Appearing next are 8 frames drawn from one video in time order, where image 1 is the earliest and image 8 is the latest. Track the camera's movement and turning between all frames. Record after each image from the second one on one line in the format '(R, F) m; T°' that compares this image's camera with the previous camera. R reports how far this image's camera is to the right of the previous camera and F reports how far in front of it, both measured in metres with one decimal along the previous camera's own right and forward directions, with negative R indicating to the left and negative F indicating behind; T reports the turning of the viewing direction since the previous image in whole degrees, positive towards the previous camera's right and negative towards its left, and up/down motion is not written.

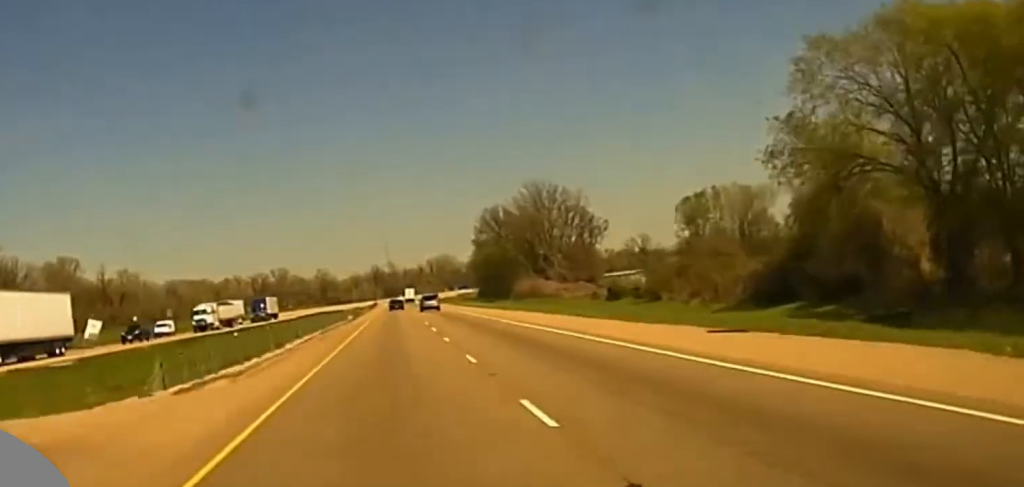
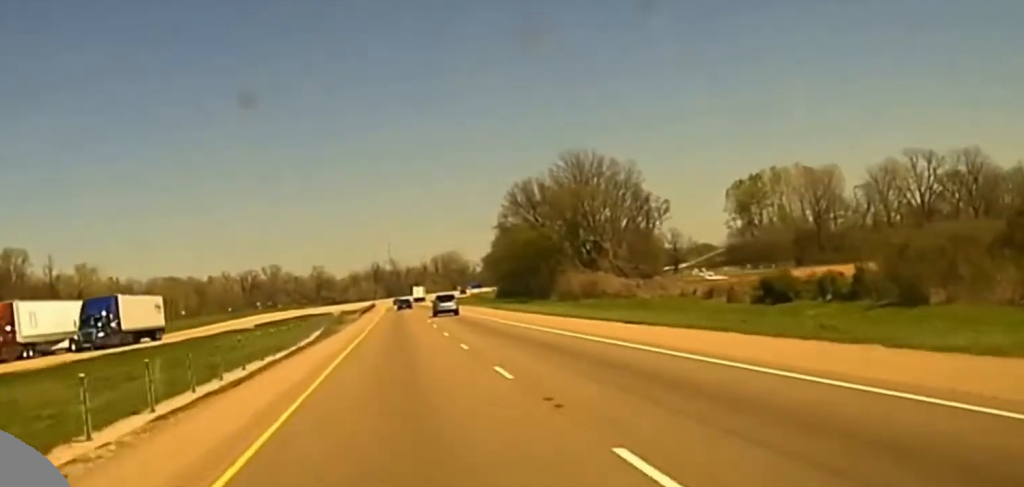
(0.0, +68.8) m; 0°
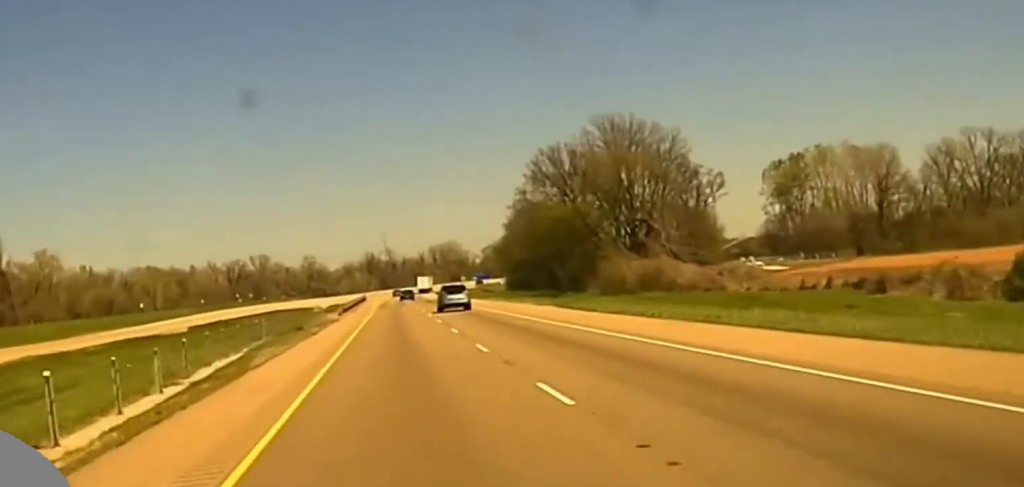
(+0.1, +45.6) m; 0°
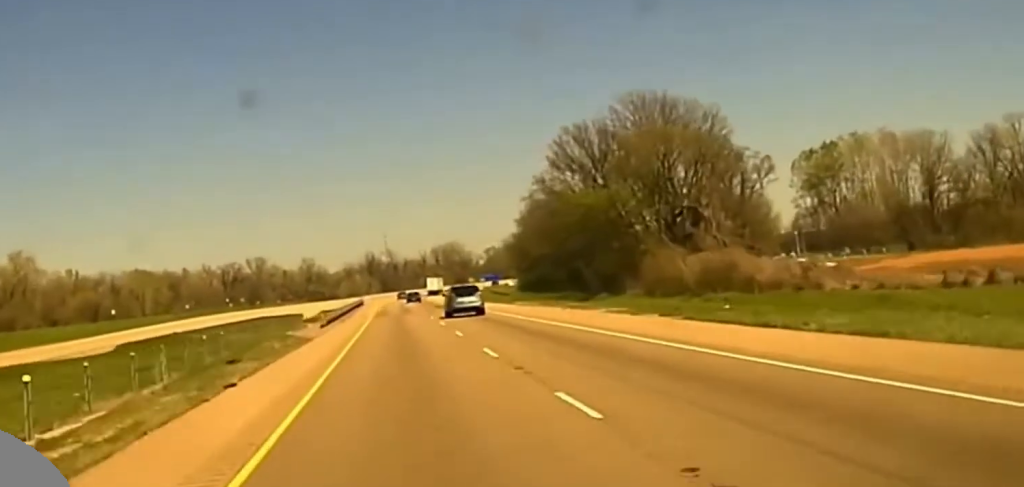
(0.0, +26.3) m; 0°
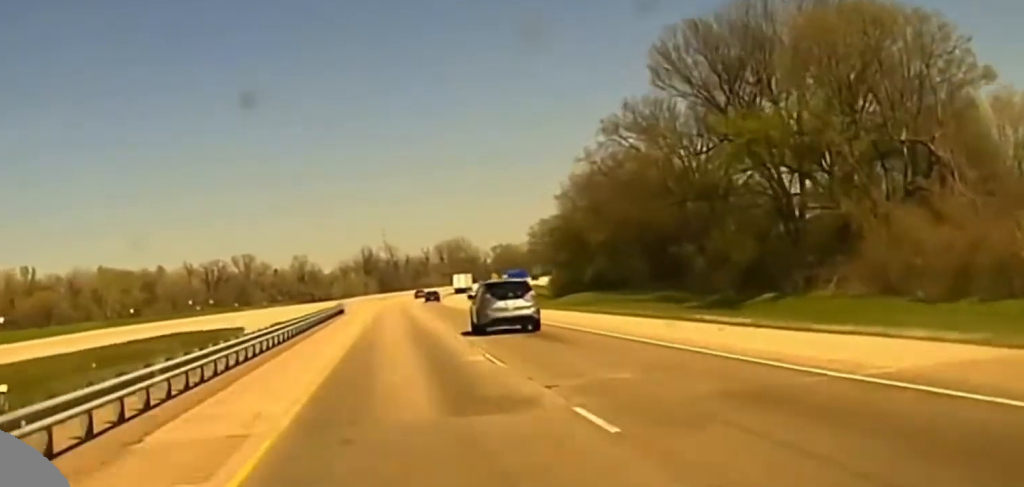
(0.0, +58.9) m; 0°
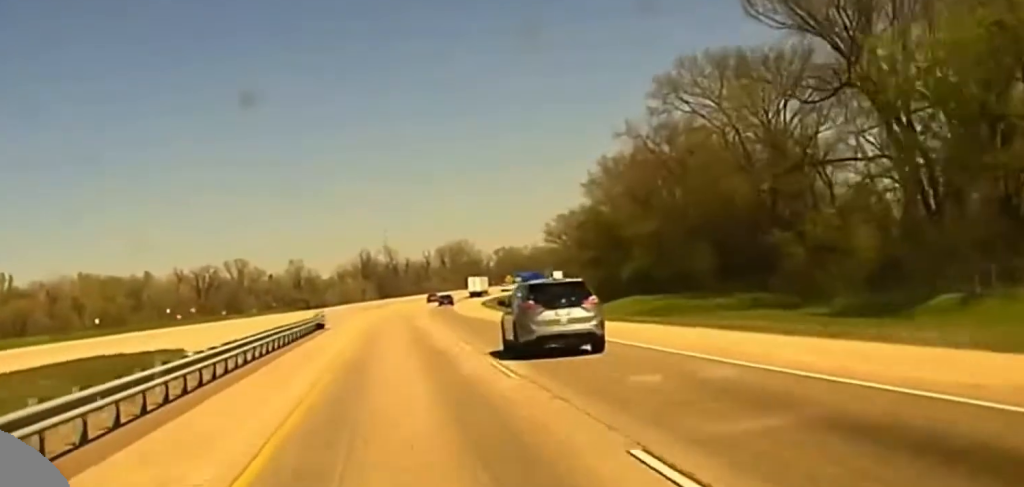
(0.0, +26.7) m; 0°
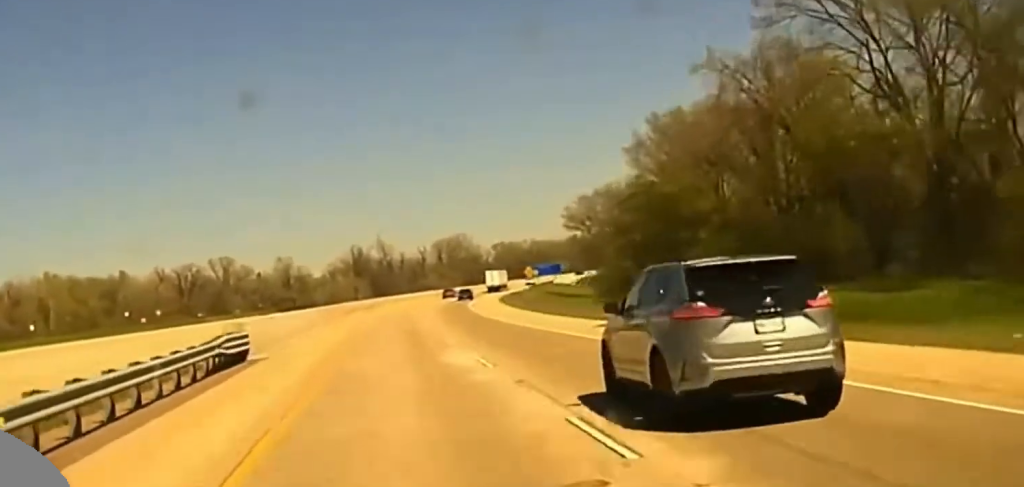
(0.0, +30.1) m; 0°
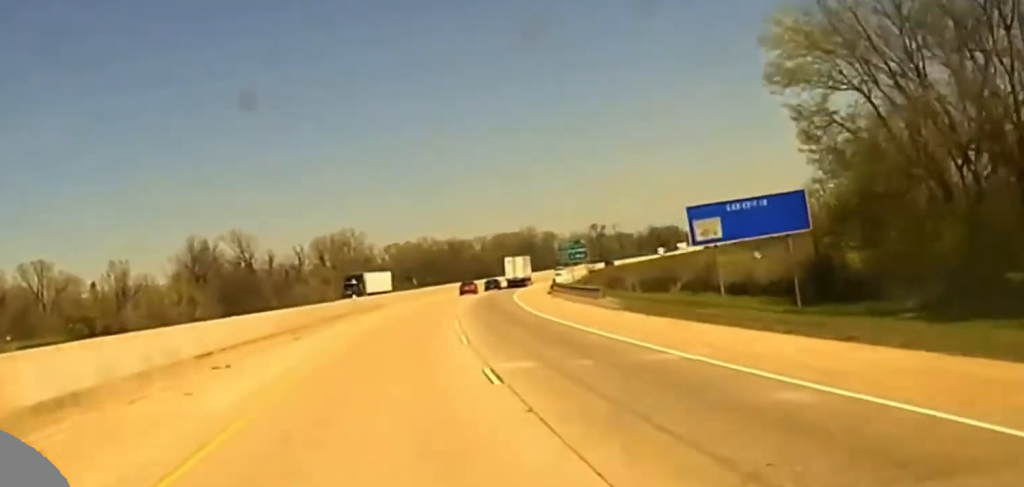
(+5.0, +136.7) m; +5°
